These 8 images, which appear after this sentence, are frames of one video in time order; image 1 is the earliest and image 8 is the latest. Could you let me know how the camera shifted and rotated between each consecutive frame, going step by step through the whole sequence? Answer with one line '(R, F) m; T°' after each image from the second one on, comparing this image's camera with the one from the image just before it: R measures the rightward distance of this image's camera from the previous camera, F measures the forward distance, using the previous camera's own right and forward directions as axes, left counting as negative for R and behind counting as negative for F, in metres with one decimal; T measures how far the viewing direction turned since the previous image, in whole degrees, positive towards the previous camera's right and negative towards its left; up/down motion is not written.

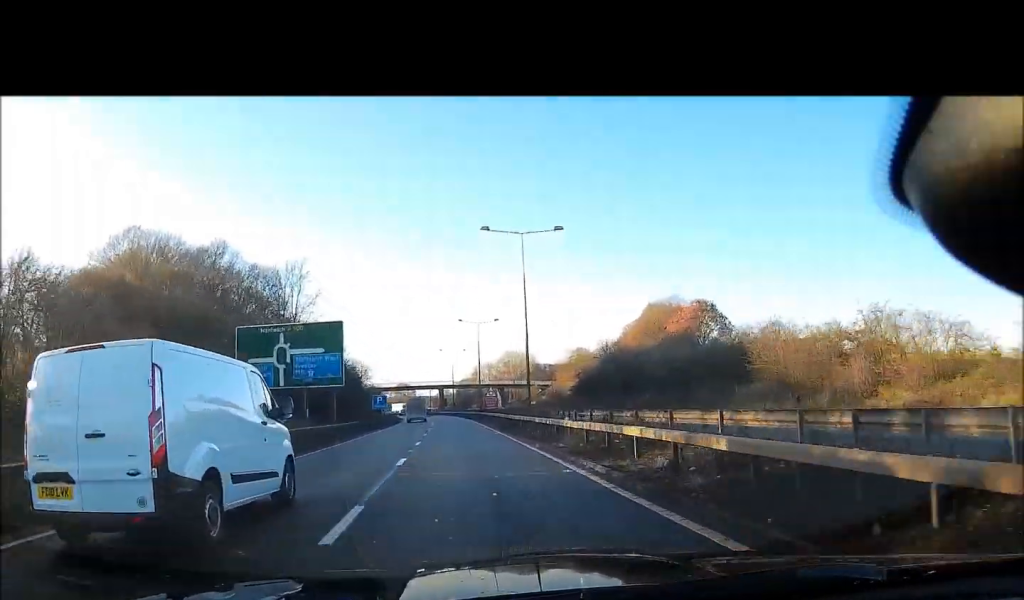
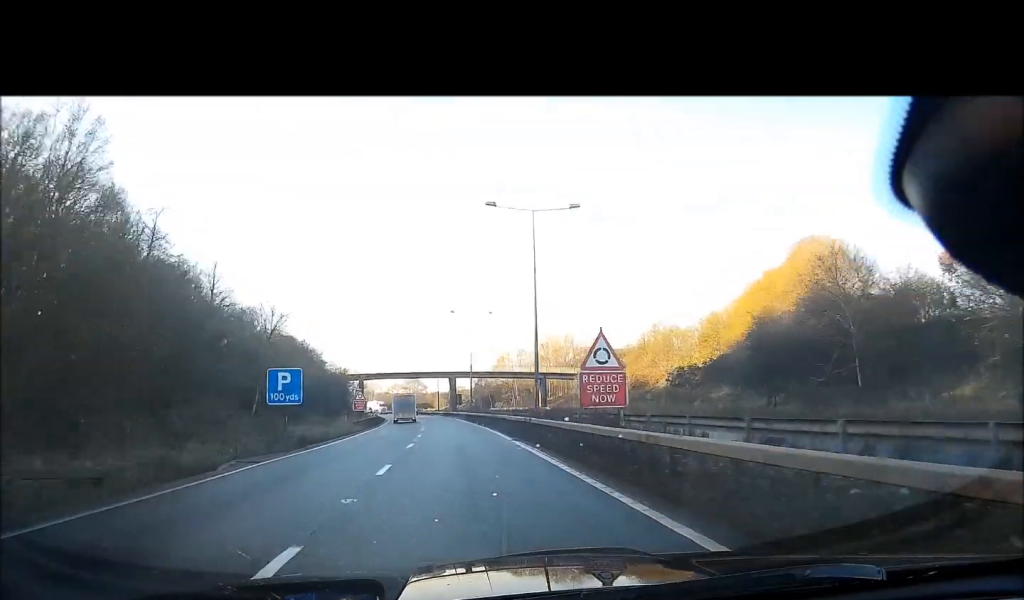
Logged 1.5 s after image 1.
(+0.2, +44.6) m; 0°
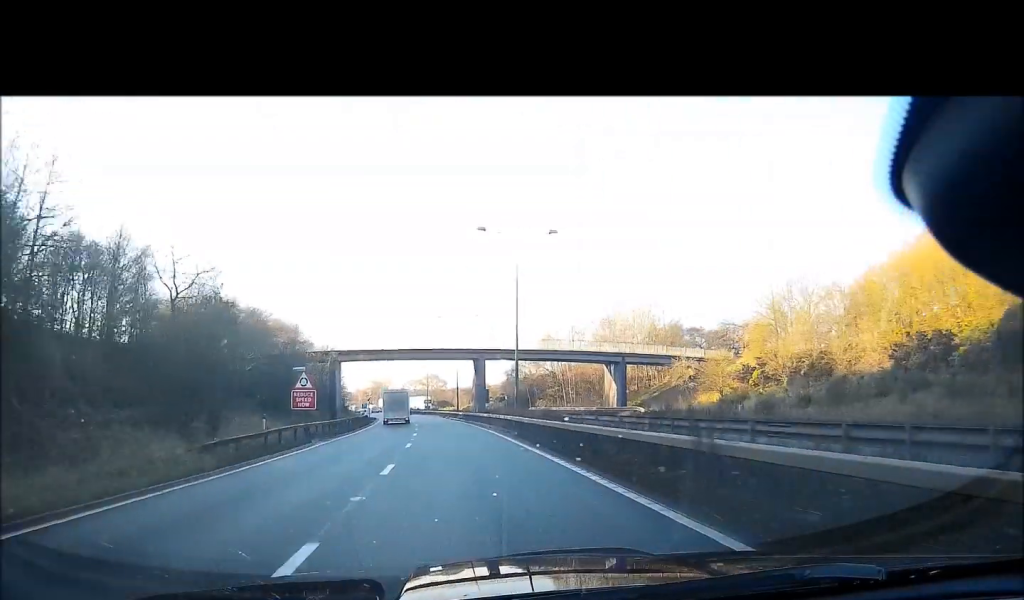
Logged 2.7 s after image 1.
(0.0, +34.1) m; 0°
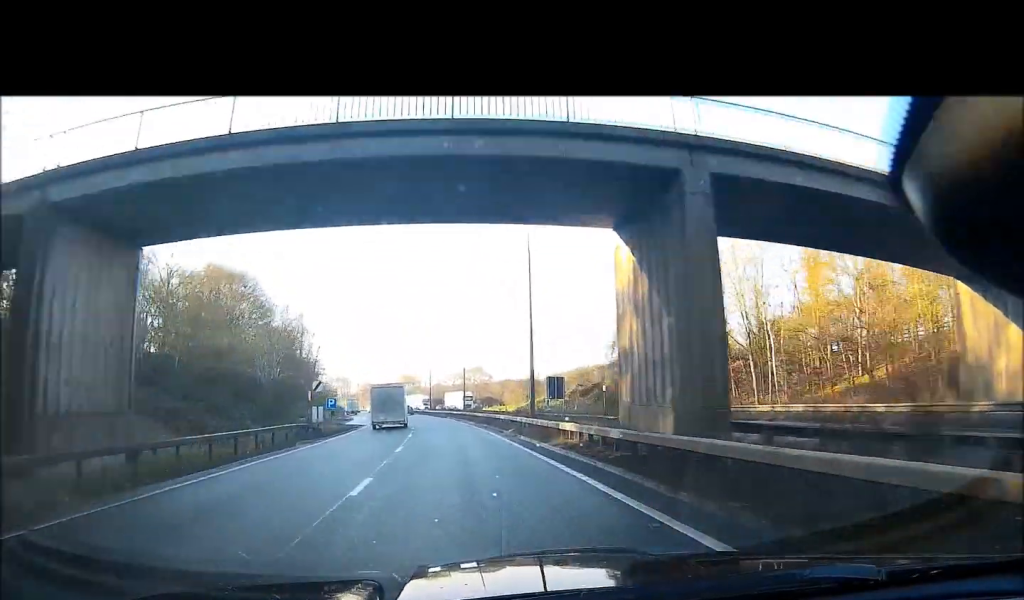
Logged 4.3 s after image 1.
(-0.2, +46.4) m; -2°
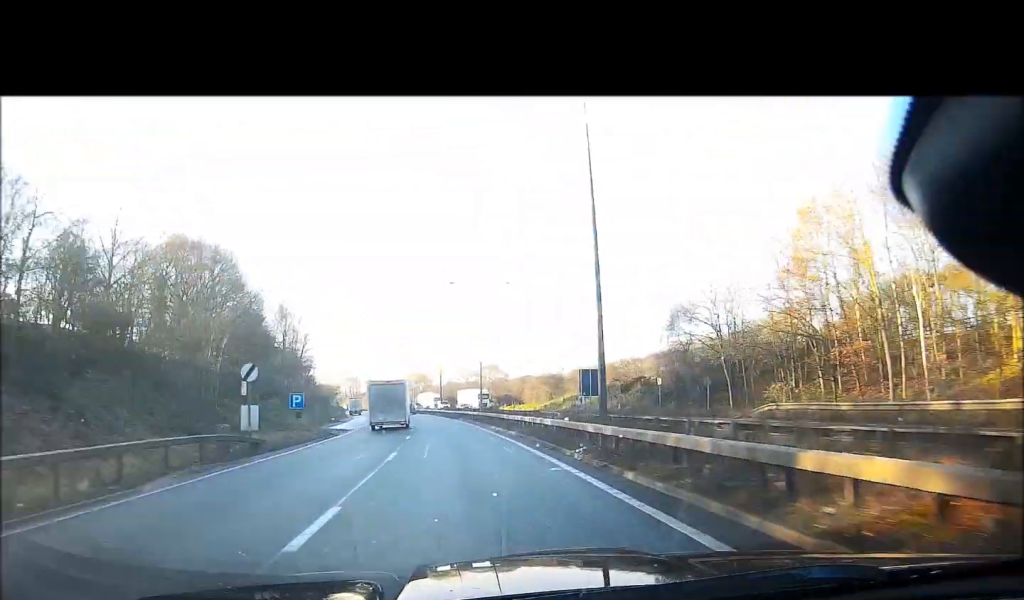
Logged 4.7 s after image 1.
(-0.1, +13.0) m; -1°
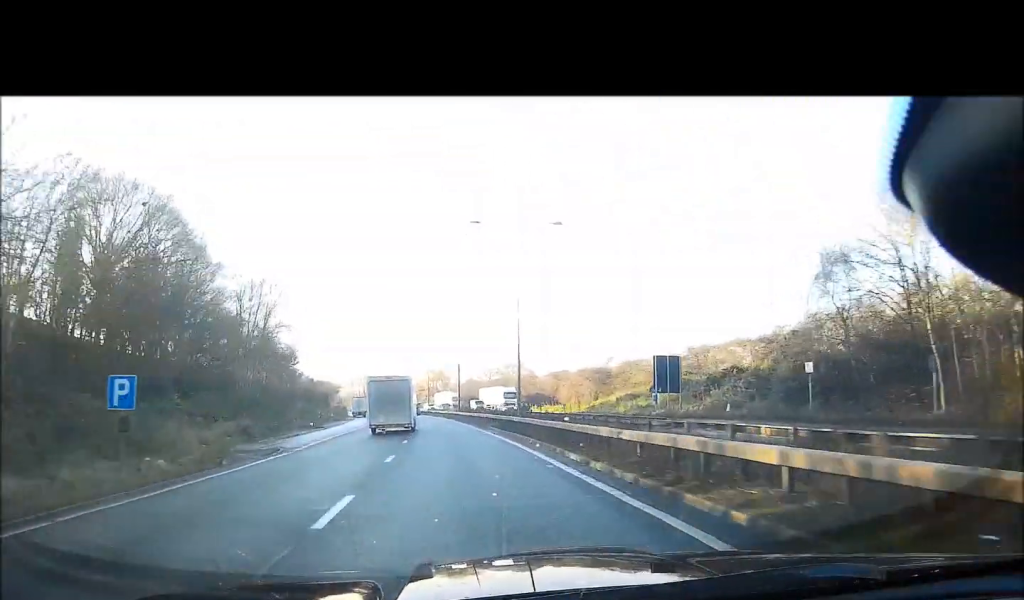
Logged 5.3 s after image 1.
(-0.4, +18.9) m; -2°
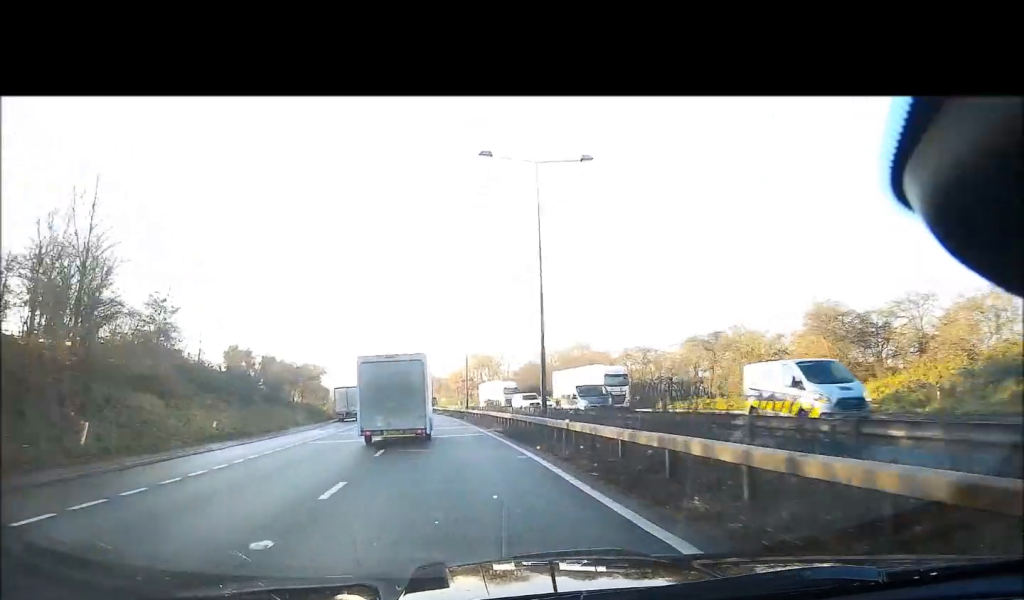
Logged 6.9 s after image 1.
(-1.2, +46.1) m; -2°
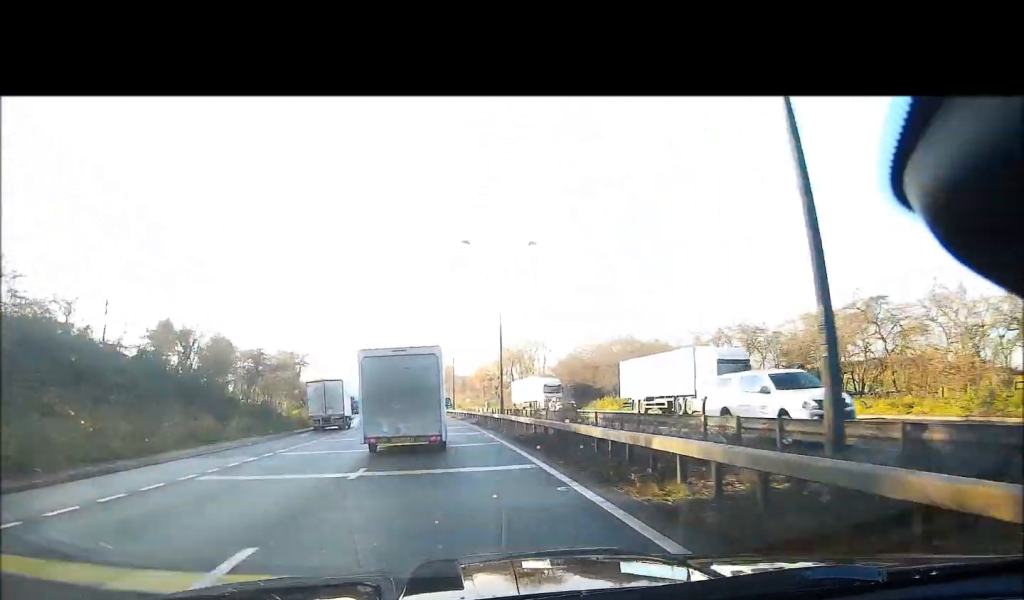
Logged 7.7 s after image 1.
(-0.2, +22.0) m; -1°
